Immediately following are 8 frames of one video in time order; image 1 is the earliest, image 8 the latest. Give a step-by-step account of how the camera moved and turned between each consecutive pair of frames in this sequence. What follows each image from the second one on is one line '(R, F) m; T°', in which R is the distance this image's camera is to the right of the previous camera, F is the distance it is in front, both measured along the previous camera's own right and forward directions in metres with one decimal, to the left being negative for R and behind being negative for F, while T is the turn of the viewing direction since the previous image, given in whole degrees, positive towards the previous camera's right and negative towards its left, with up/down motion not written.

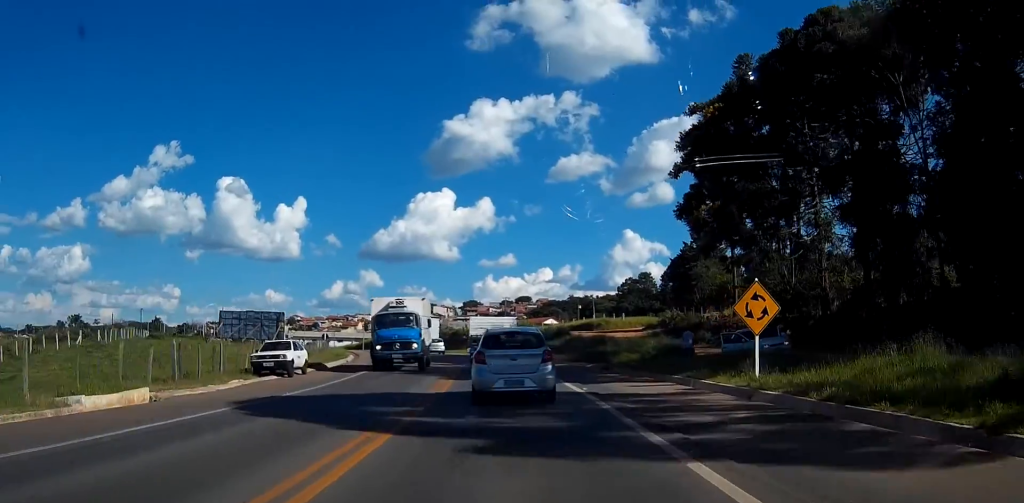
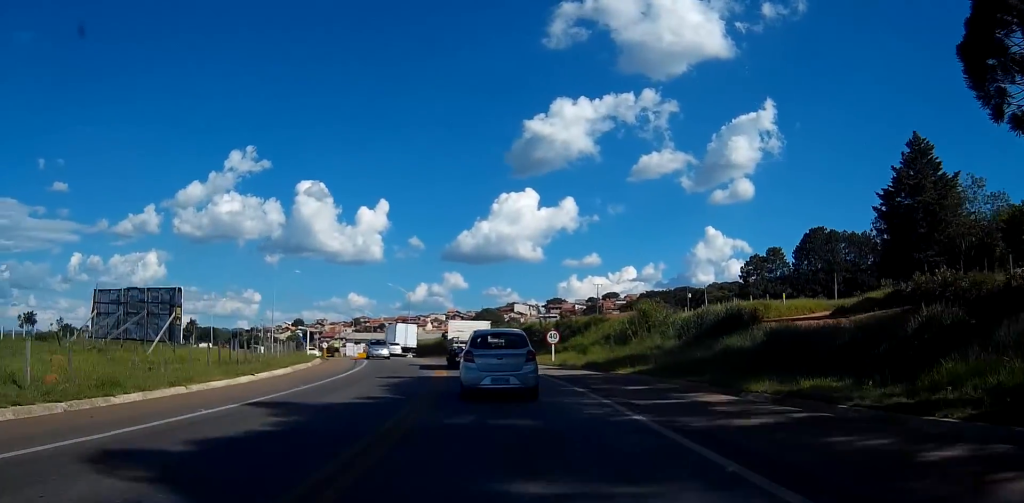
(-1.5, +40.3) m; -6°
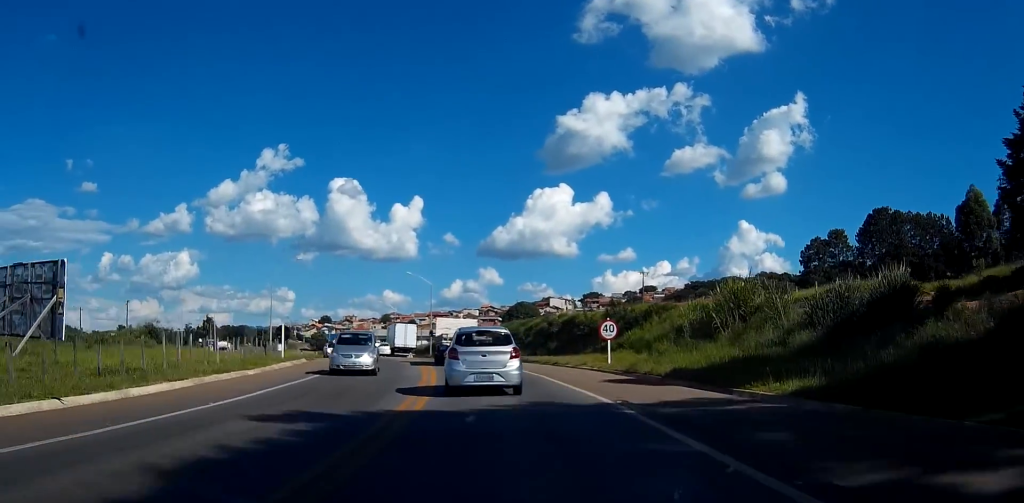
(-0.4, +15.0) m; -3°
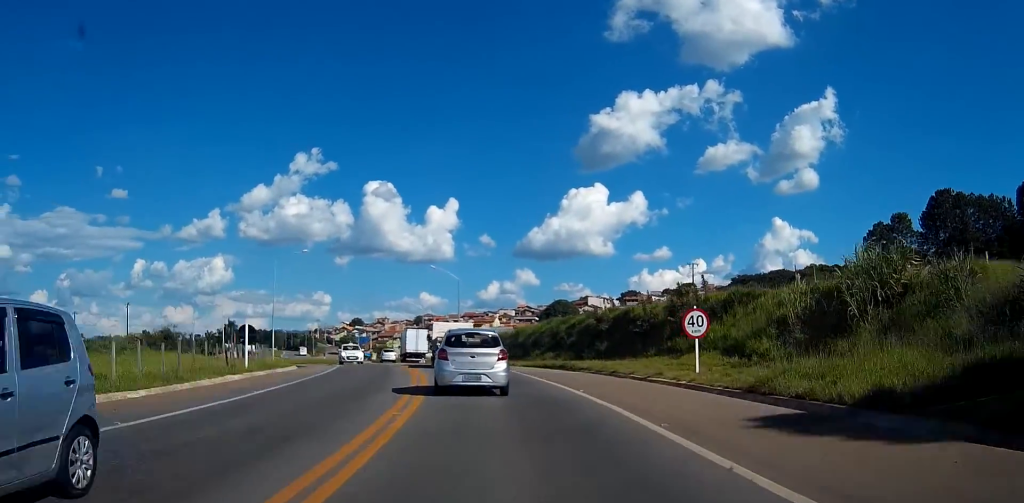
(-0.3, +12.3) m; -3°
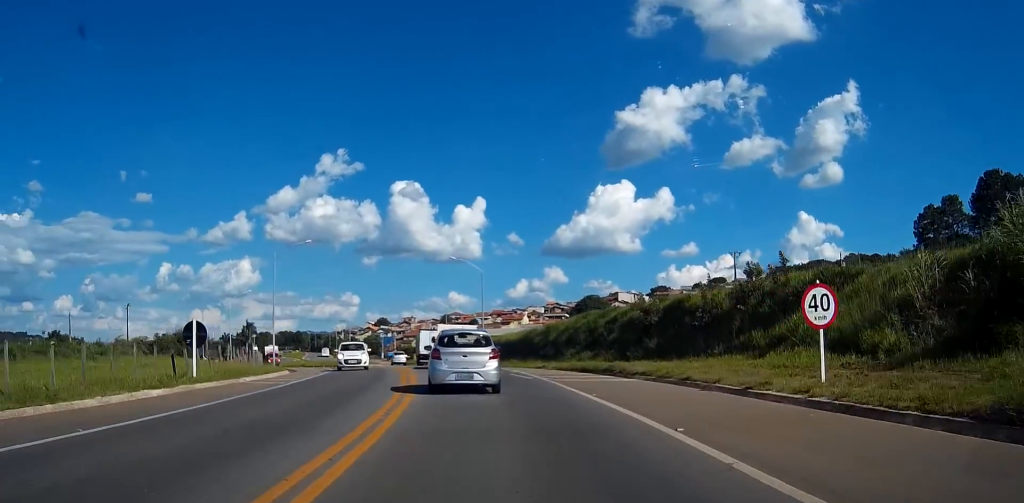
(-0.2, +8.9) m; -2°
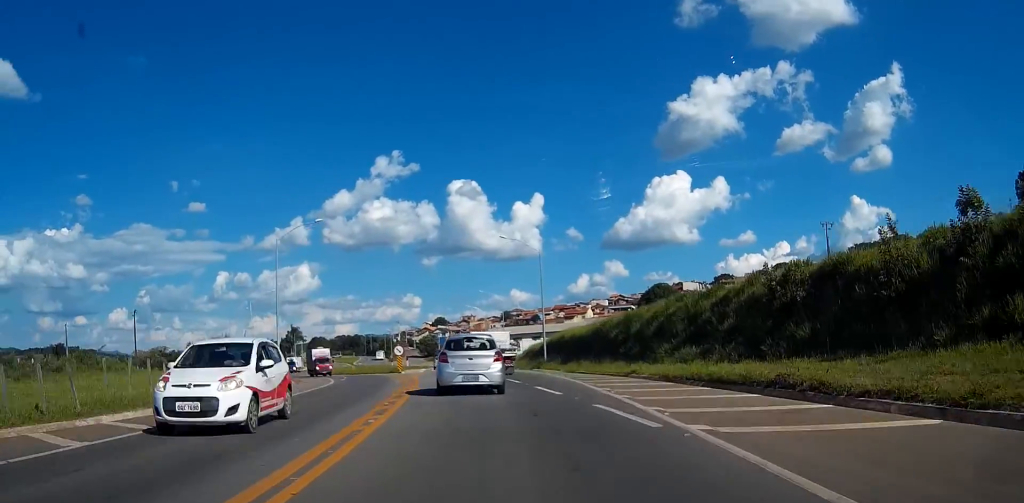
(-0.5, +15.1) m; -4°
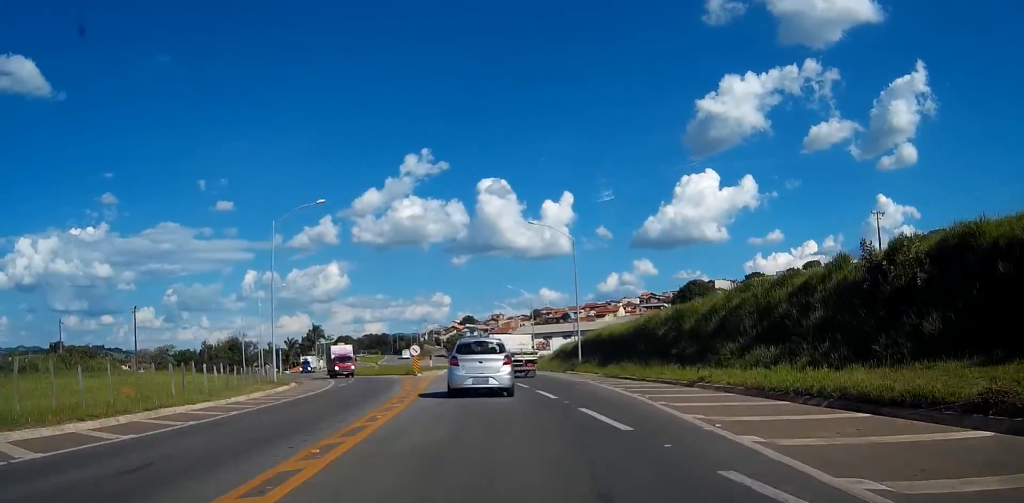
(-0.2, +7.5) m; -2°
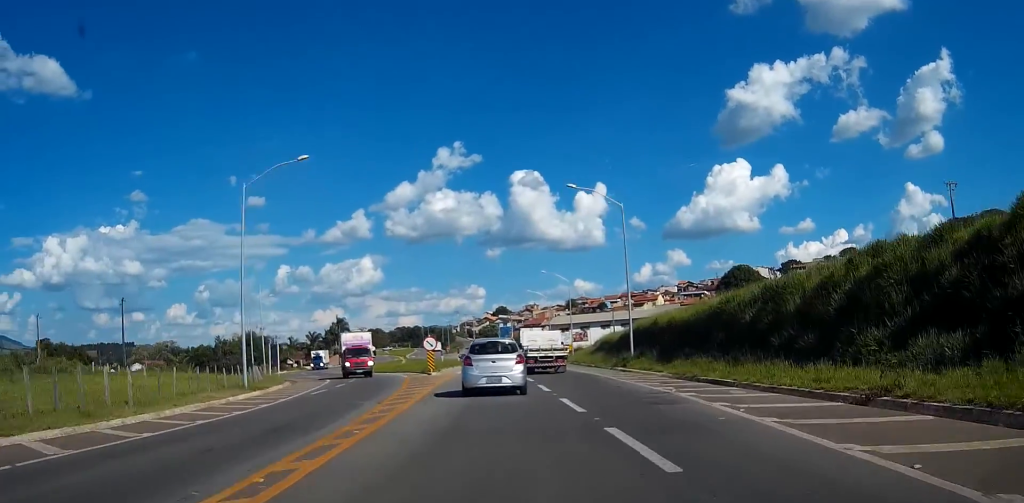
(-0.3, +11.1) m; -3°
